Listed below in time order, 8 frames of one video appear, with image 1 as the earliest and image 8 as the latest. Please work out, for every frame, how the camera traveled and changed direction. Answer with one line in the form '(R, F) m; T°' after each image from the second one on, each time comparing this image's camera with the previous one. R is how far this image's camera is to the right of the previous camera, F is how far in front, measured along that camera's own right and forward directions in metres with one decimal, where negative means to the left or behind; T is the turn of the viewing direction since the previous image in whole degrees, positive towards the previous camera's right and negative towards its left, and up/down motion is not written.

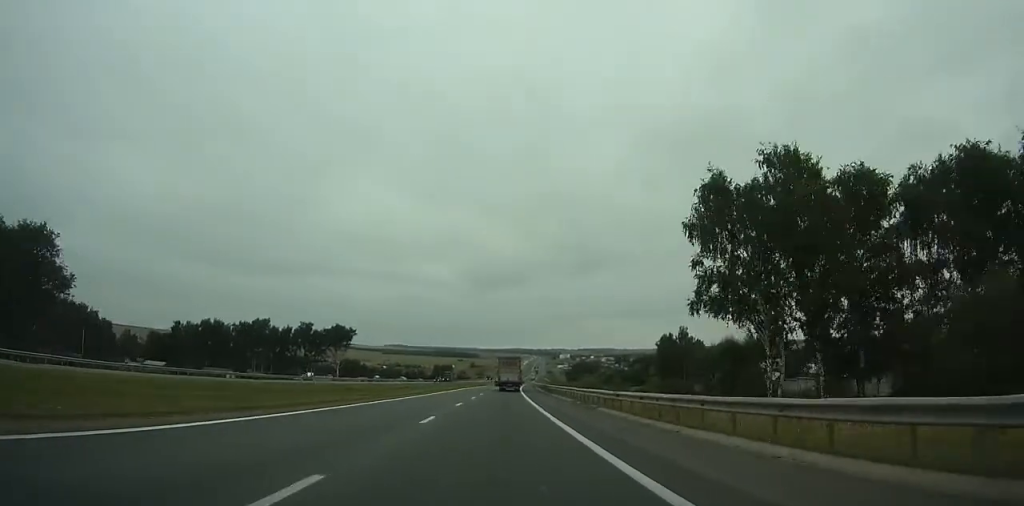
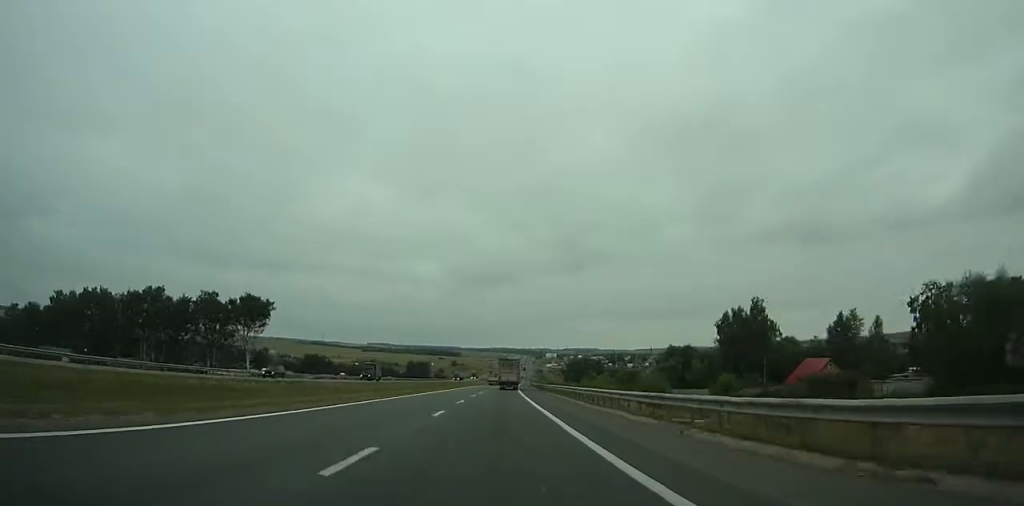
(+2.5, +55.6) m; +1°
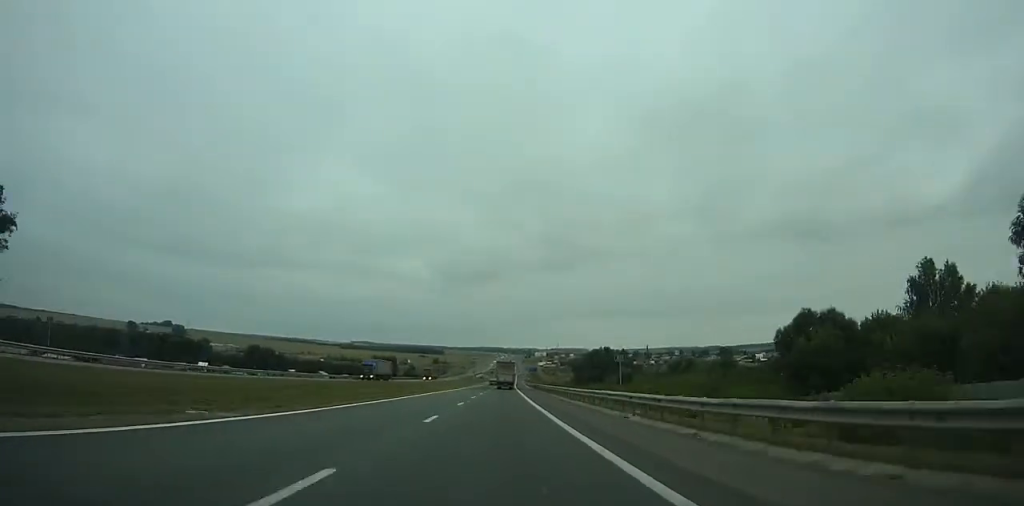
(+0.9, +74.7) m; -2°
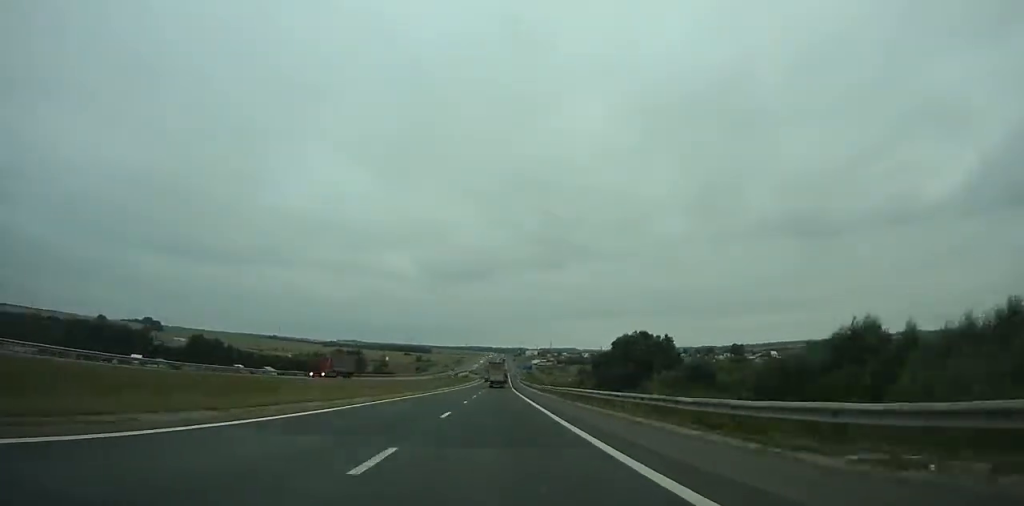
(-4.8, +57.9) m; -1°
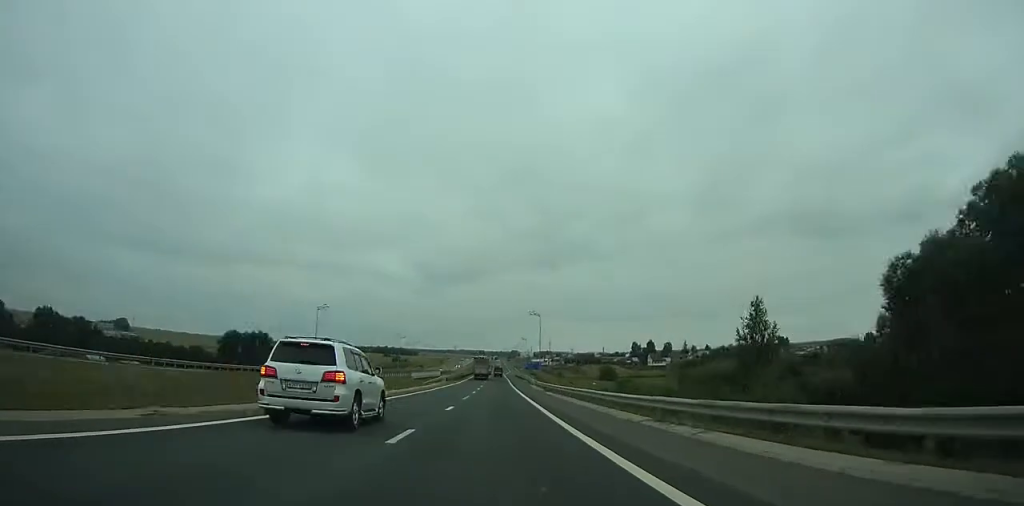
(+7.8, +106.4) m; +3°
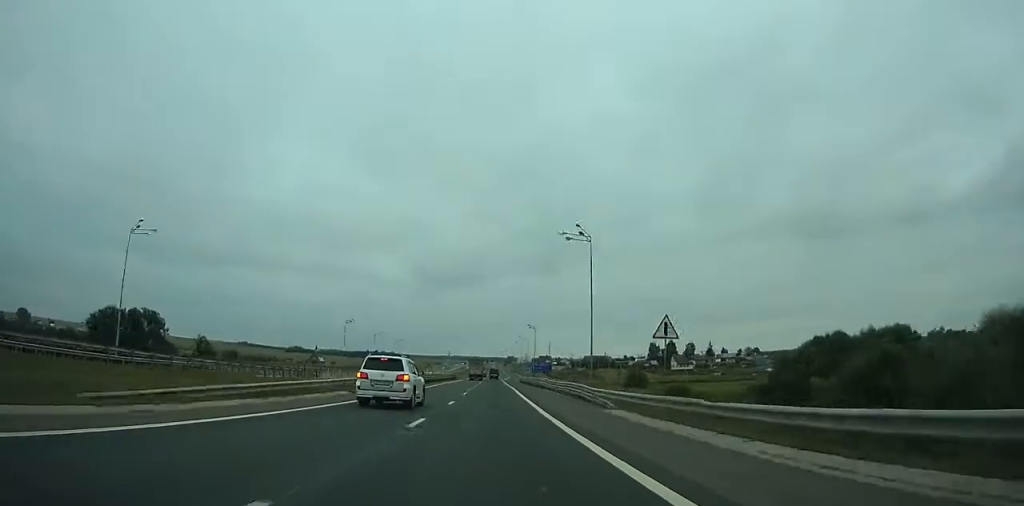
(+0.2, +58.4) m; -1°
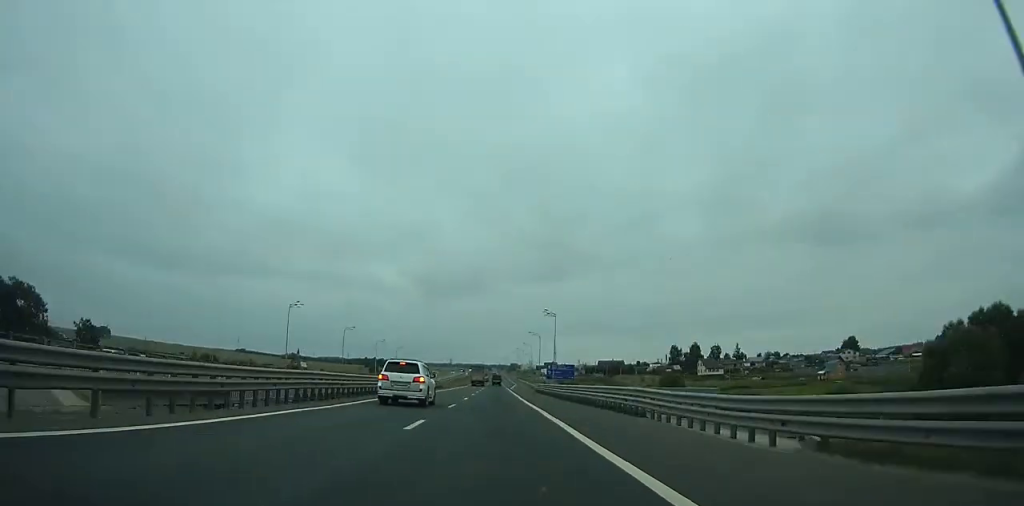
(-2.4, +36.6) m; +1°
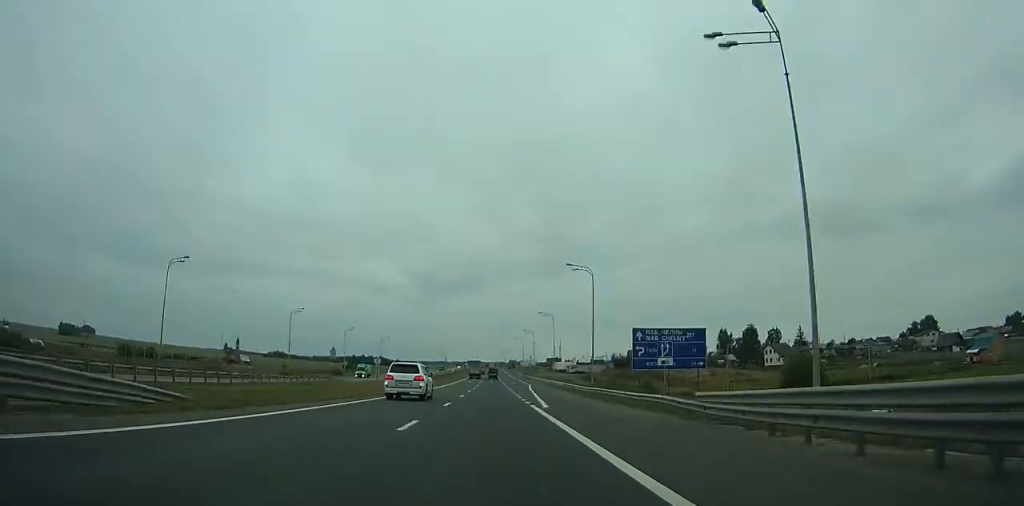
(+3.6, +73.5) m; +3°
